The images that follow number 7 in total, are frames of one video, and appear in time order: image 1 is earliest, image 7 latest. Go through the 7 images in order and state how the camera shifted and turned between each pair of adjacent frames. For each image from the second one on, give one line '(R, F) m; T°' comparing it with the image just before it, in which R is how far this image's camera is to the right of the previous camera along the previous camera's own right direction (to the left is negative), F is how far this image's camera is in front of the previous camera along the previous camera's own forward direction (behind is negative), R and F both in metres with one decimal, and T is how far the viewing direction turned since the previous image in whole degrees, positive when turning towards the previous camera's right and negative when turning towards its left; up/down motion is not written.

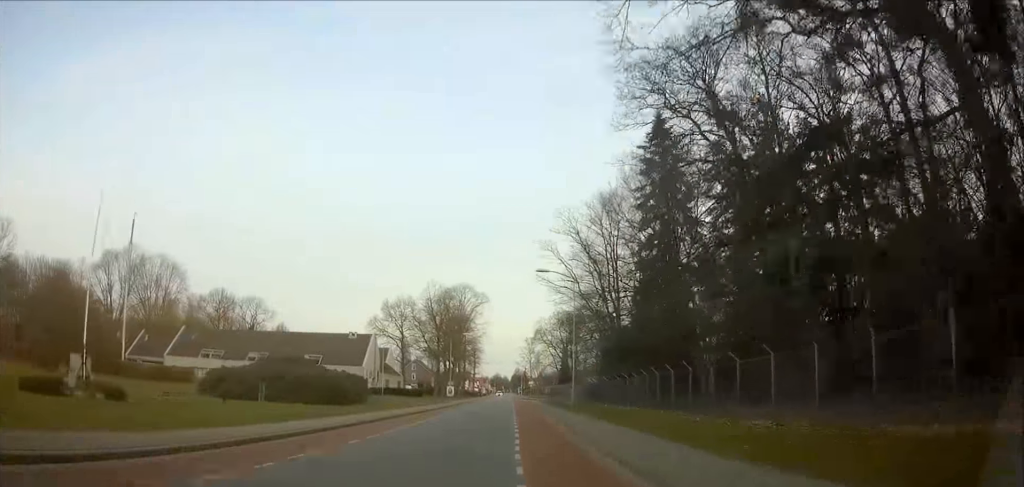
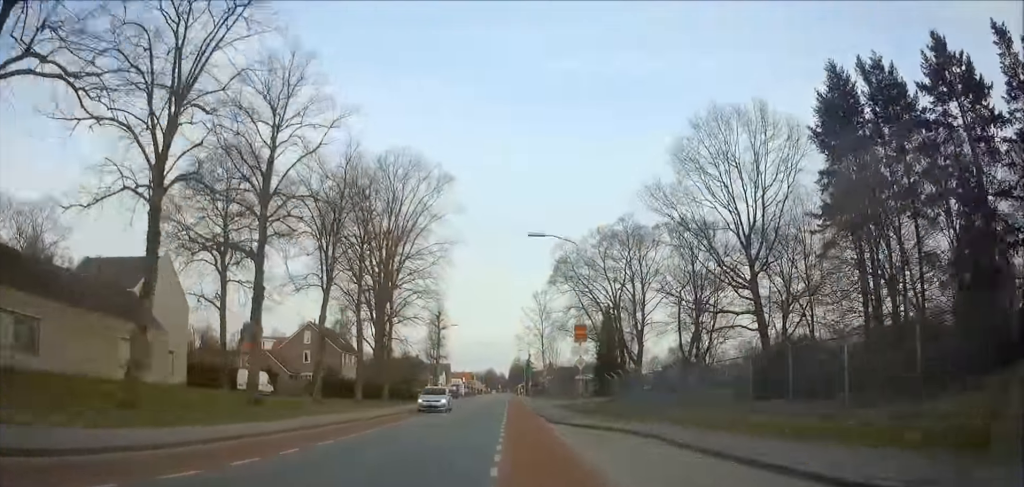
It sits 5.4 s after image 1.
(+0.3, +83.1) m; 0°
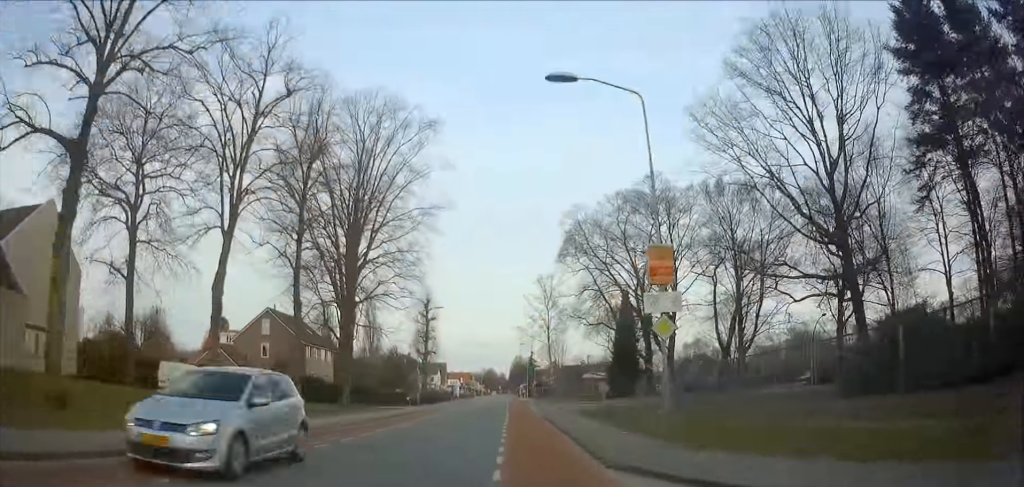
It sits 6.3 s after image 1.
(0.0, +14.4) m; 0°
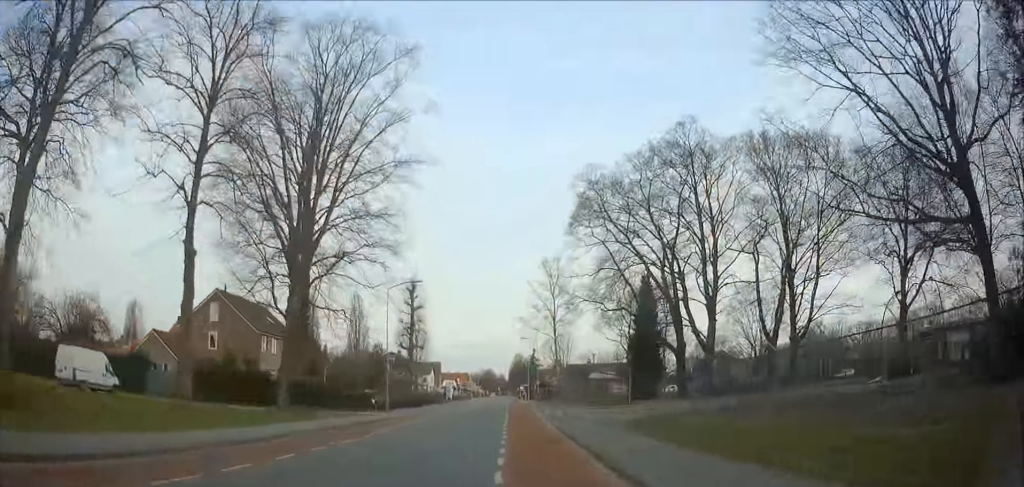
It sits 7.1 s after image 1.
(0.0, +12.3) m; 0°
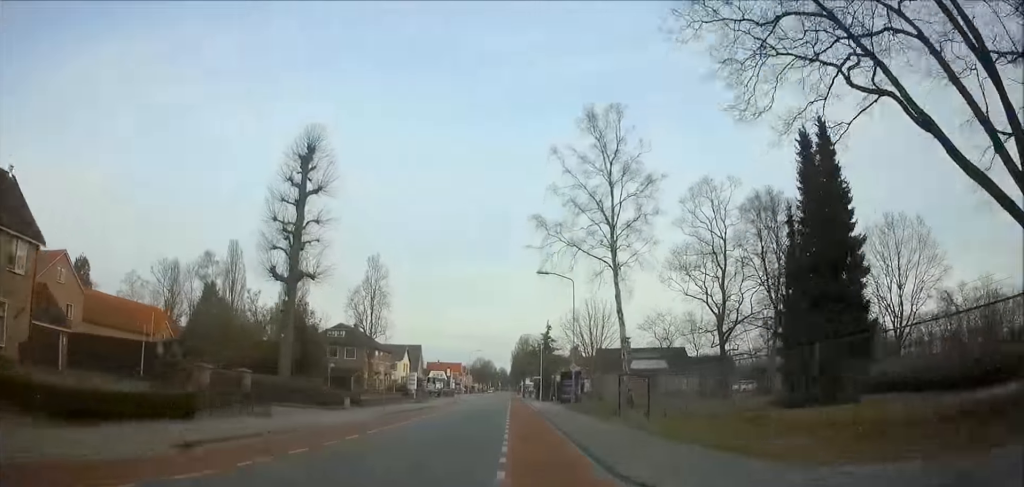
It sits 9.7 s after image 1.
(-0.1, +40.2) m; 0°
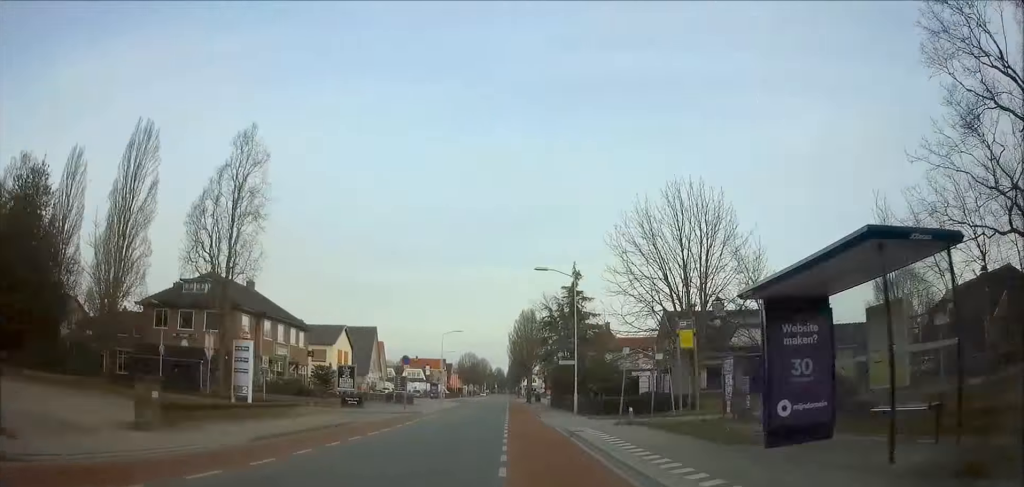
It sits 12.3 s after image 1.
(0.0, +40.1) m; 0°
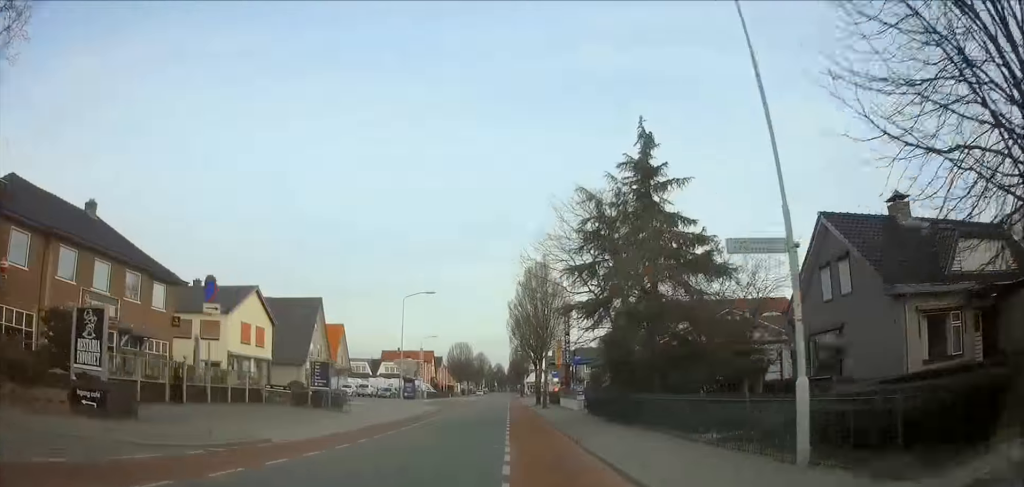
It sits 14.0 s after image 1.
(0.0, +25.7) m; 0°
